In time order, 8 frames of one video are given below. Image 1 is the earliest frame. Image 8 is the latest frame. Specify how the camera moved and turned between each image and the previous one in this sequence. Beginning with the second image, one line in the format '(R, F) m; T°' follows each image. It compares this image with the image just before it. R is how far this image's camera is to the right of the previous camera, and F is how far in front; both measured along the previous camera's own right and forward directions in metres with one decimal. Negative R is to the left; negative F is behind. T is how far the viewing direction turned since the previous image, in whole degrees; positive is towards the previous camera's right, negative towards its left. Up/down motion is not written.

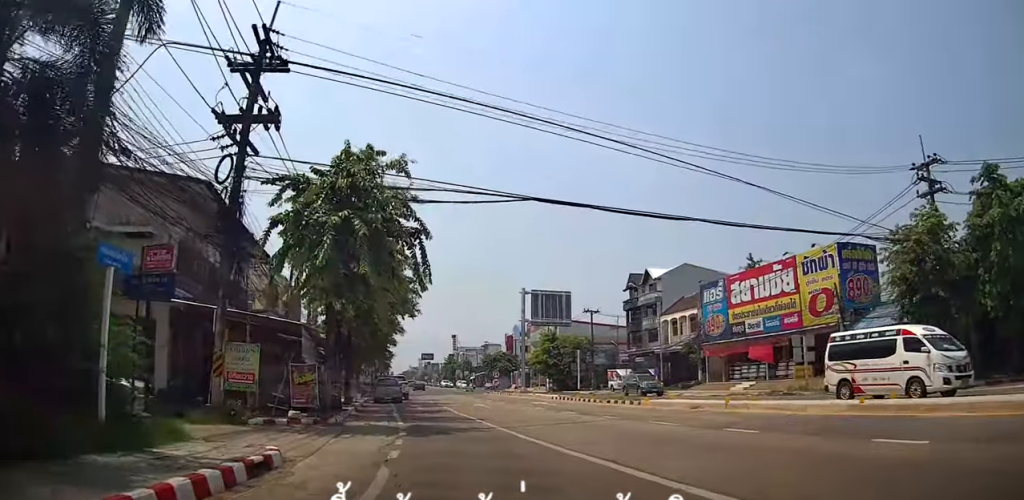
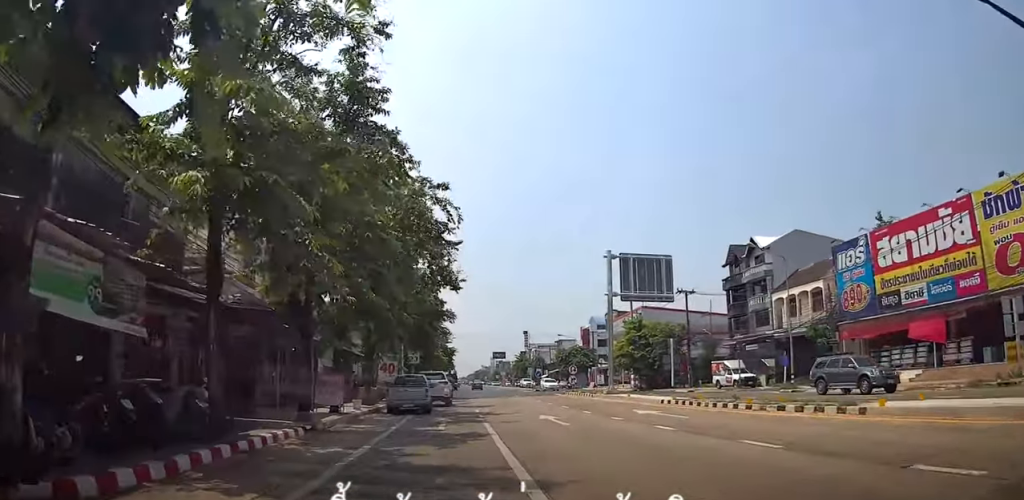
(-1.2, +13.1) m; -11°
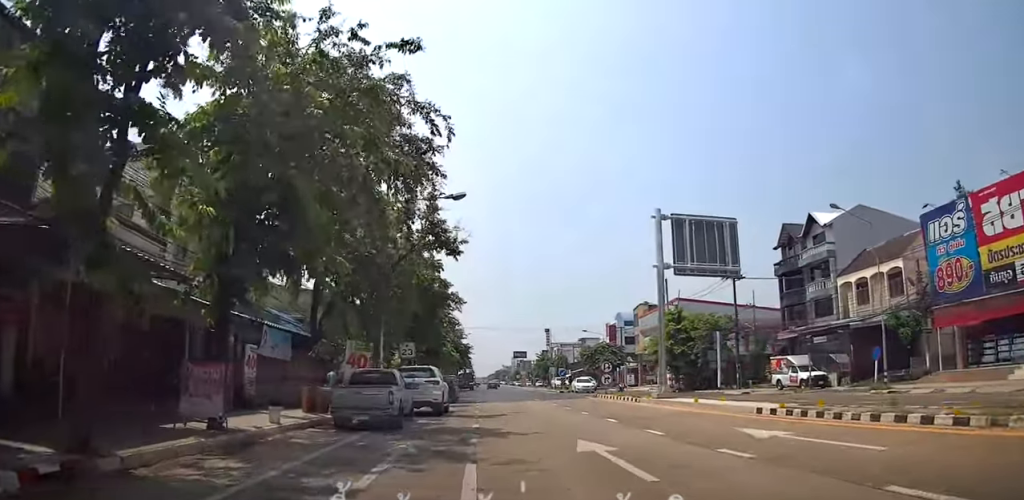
(-0.6, +8.2) m; -7°
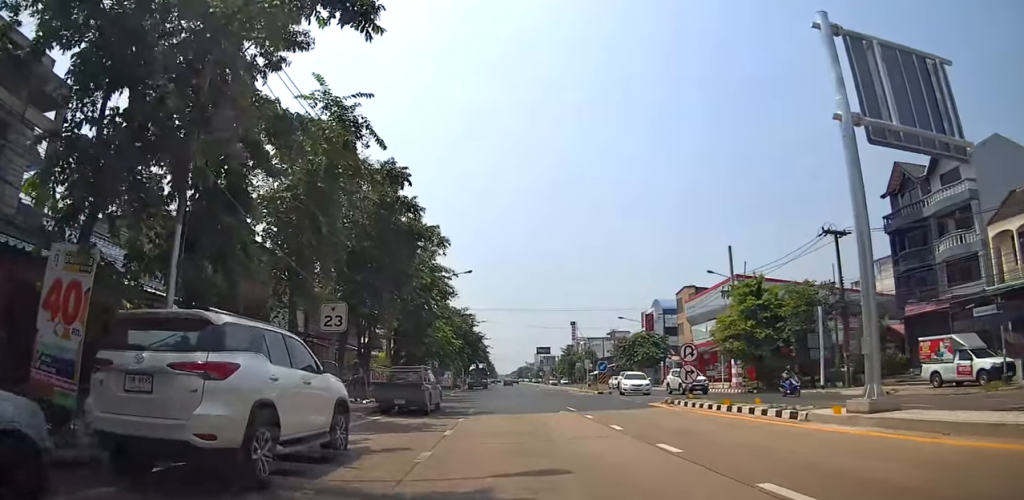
(-1.6, +14.3) m; -10°
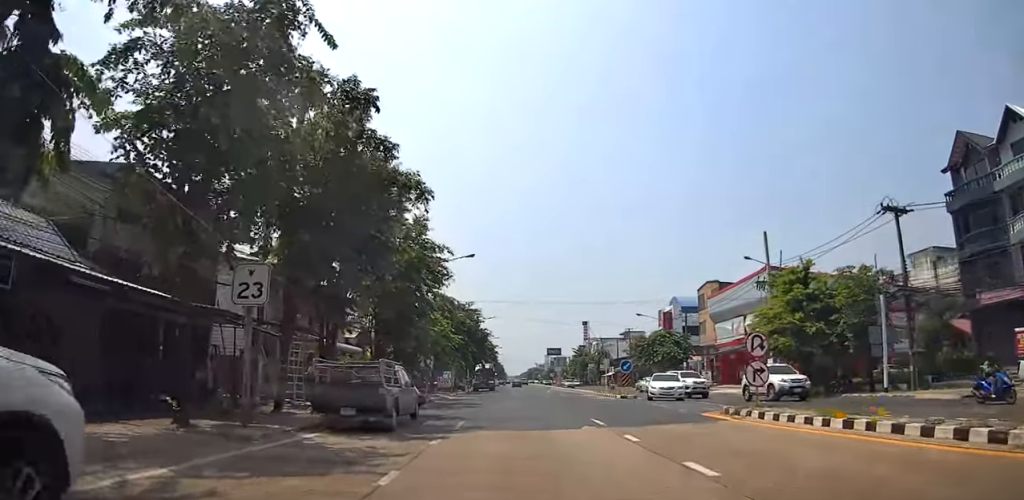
(+0.2, +5.8) m; +2°
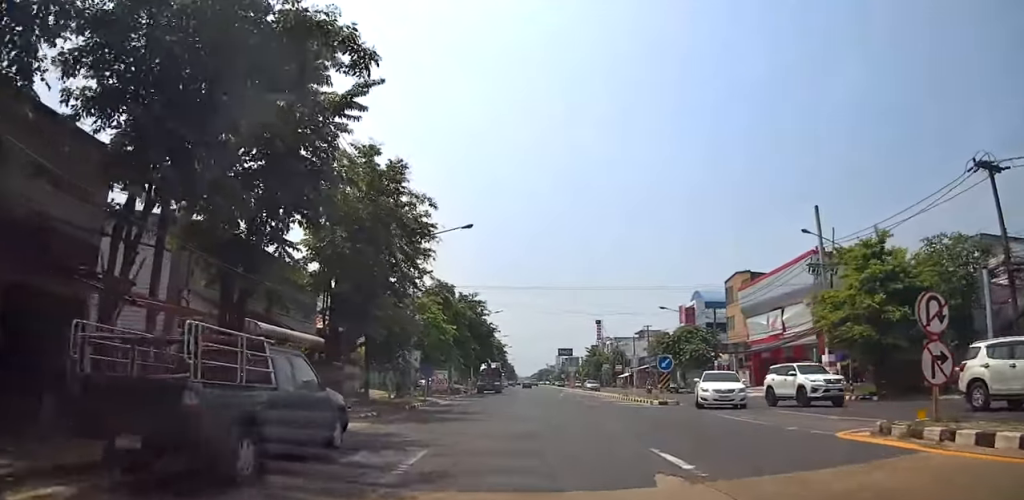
(+0.1, +7.2) m; +1°
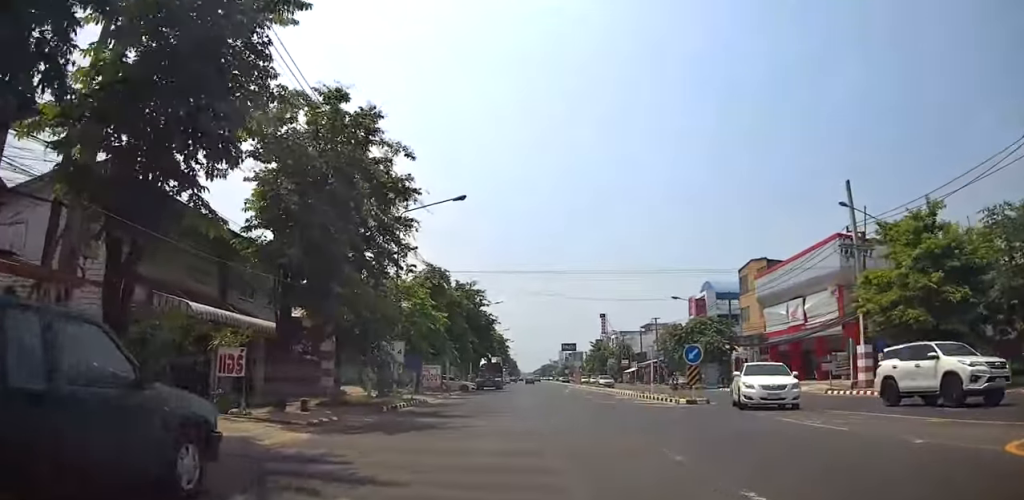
(+0.1, +4.1) m; -1°
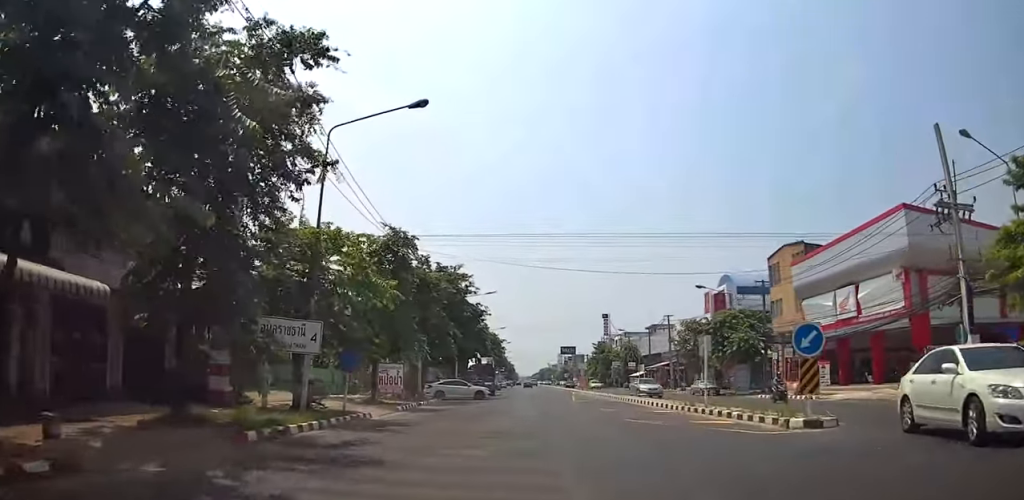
(-0.3, +9.8) m; -2°
